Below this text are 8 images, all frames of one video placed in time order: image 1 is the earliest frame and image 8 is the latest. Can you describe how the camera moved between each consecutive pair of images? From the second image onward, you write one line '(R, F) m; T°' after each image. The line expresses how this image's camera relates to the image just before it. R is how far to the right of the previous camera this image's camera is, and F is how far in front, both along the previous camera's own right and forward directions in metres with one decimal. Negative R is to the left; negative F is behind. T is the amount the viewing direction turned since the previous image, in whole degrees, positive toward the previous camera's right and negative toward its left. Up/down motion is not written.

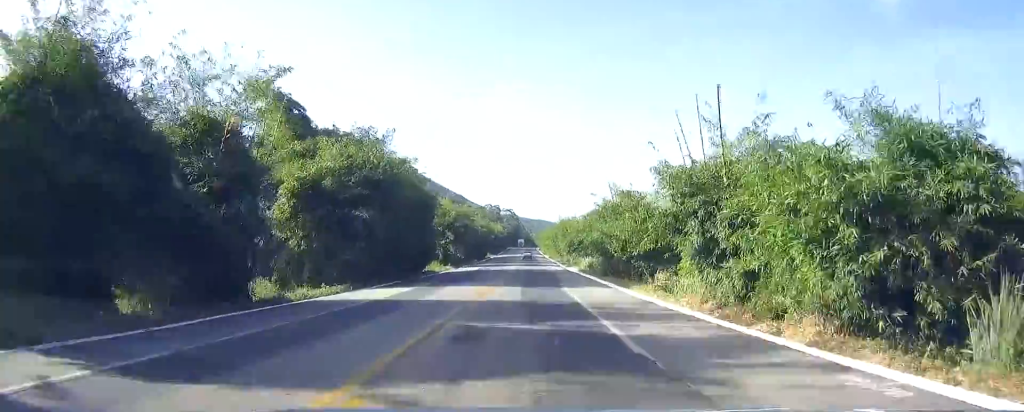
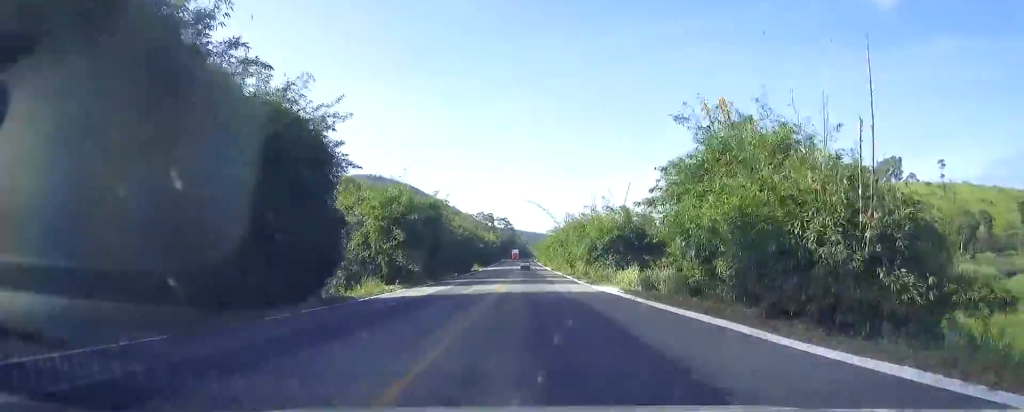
(-0.1, +32.2) m; 0°
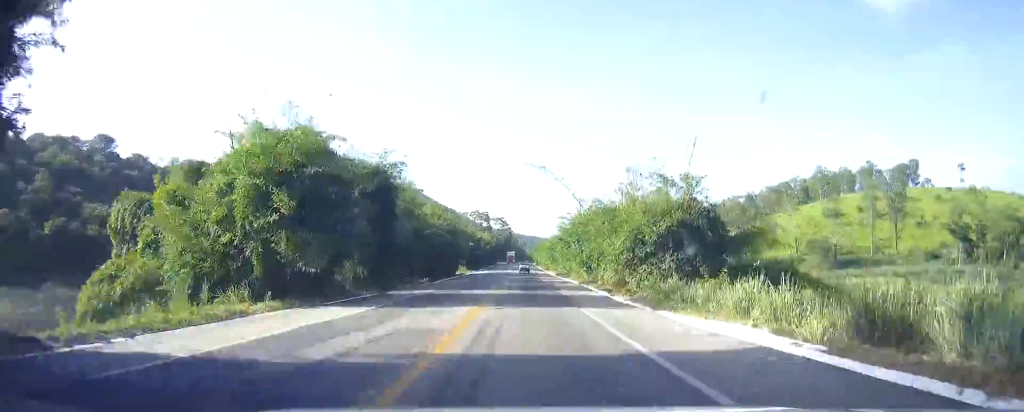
(0.0, +24.8) m; 0°
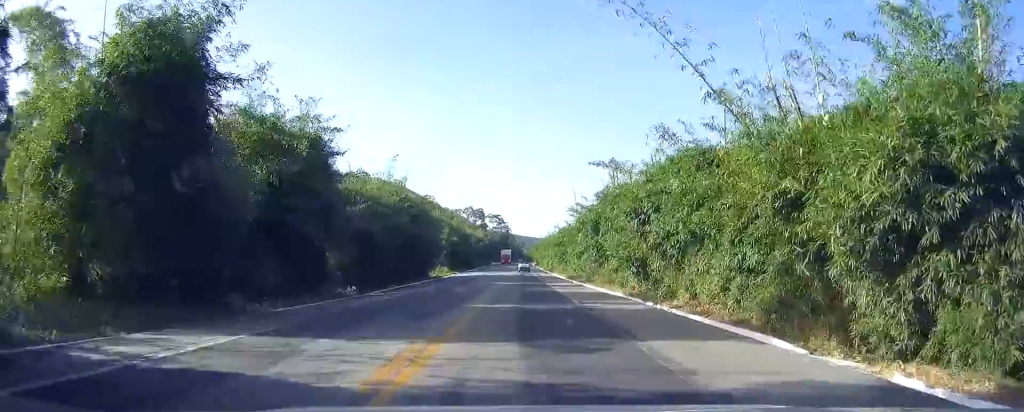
(+0.1, +27.9) m; 0°
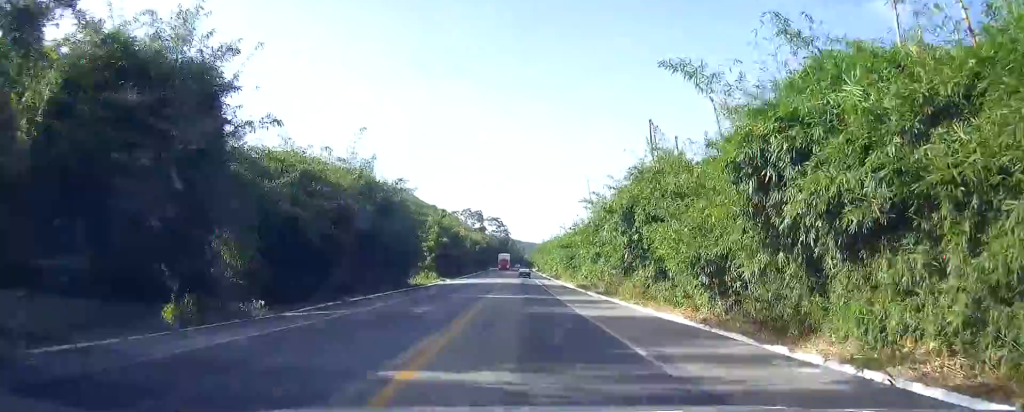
(0.0, +13.4) m; 0°
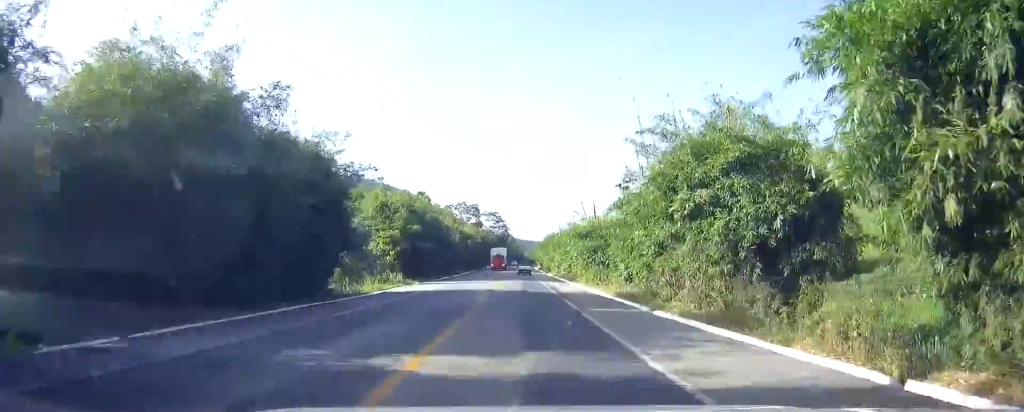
(-0.1, +24.7) m; 0°
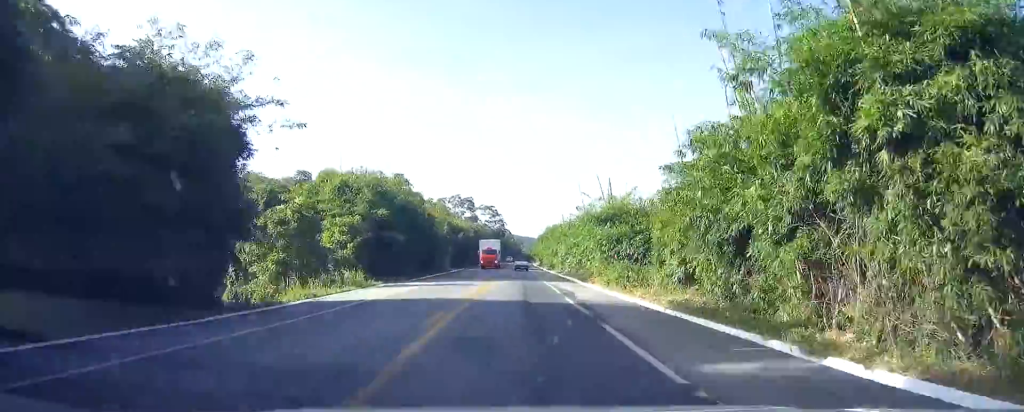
(0.0, +14.3) m; 0°
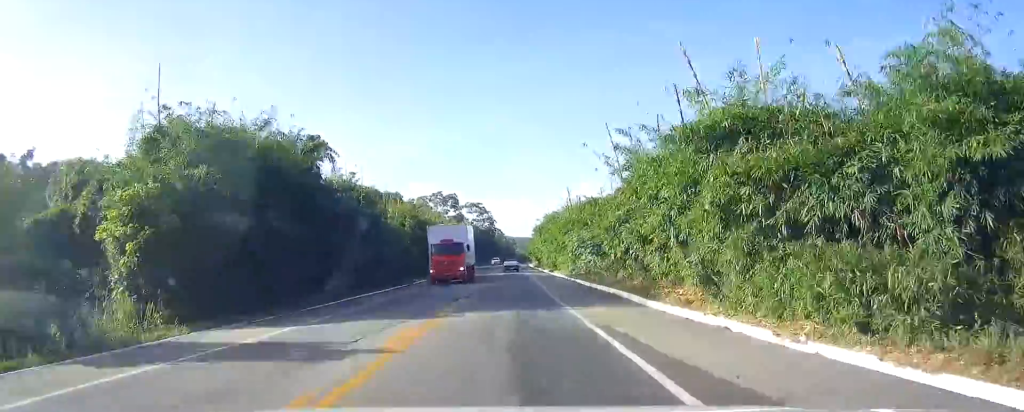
(0.0, +27.5) m; 0°
